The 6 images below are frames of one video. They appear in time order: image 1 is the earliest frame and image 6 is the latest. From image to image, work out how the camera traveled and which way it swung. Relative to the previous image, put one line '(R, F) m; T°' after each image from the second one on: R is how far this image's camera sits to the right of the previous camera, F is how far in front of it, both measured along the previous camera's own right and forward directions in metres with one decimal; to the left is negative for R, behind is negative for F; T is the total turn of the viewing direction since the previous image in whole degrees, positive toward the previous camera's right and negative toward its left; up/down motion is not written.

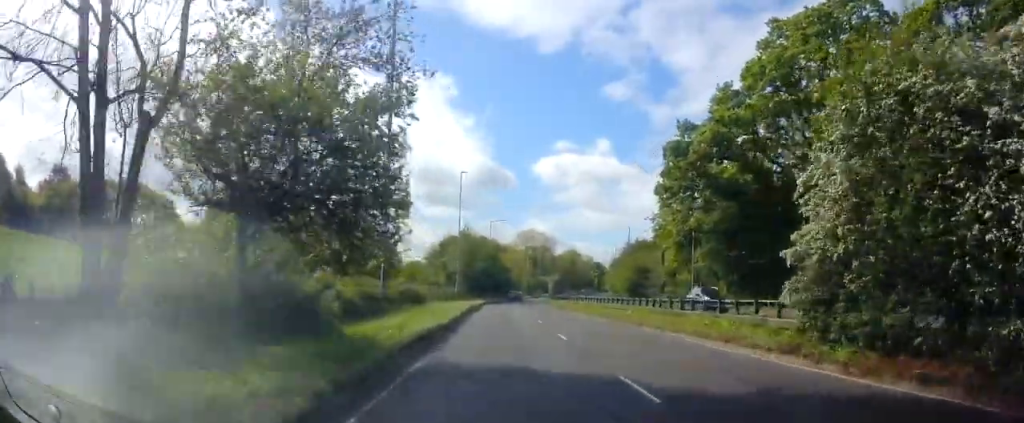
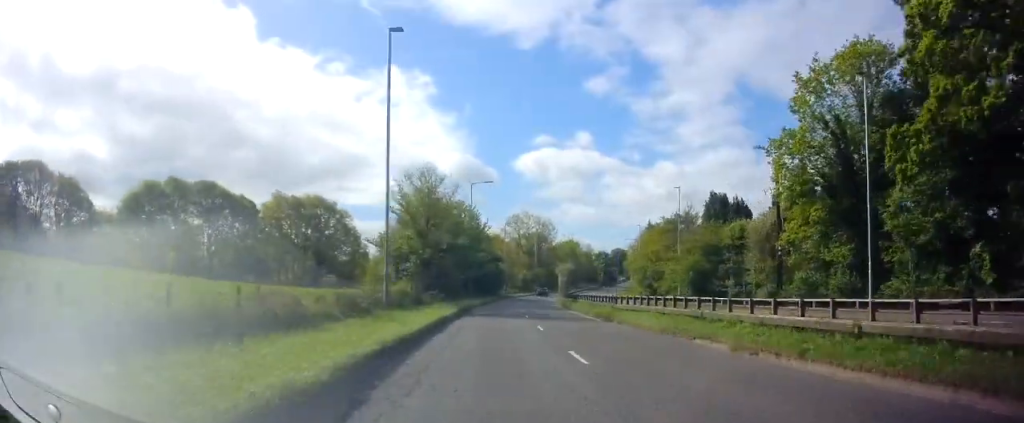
(+0.3, +30.9) m; +1°
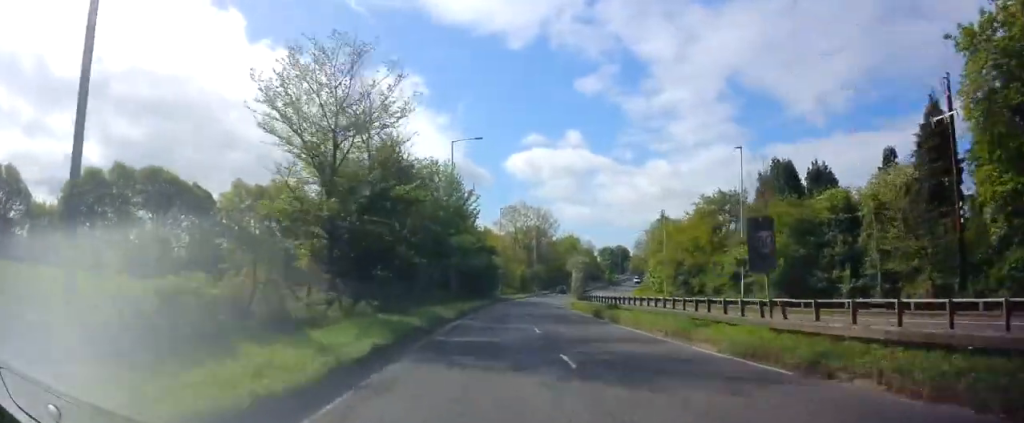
(-0.1, +17.7) m; 0°
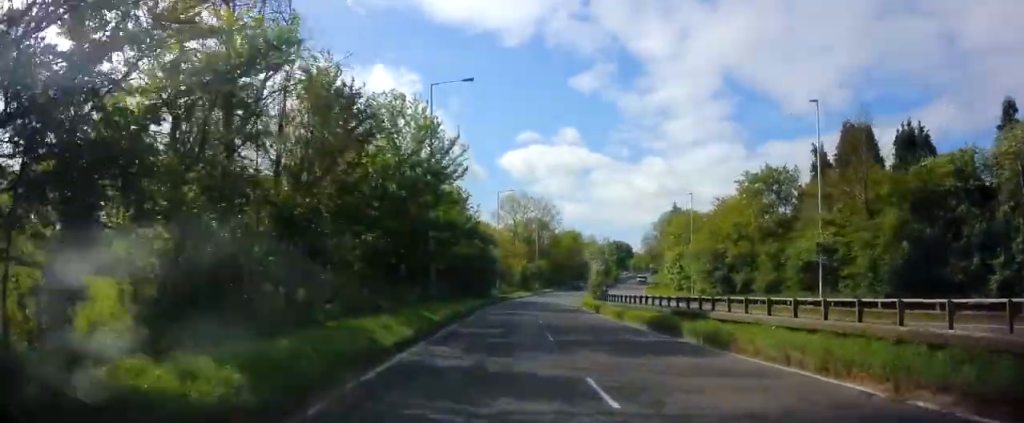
(+0.1, +11.8) m; +1°
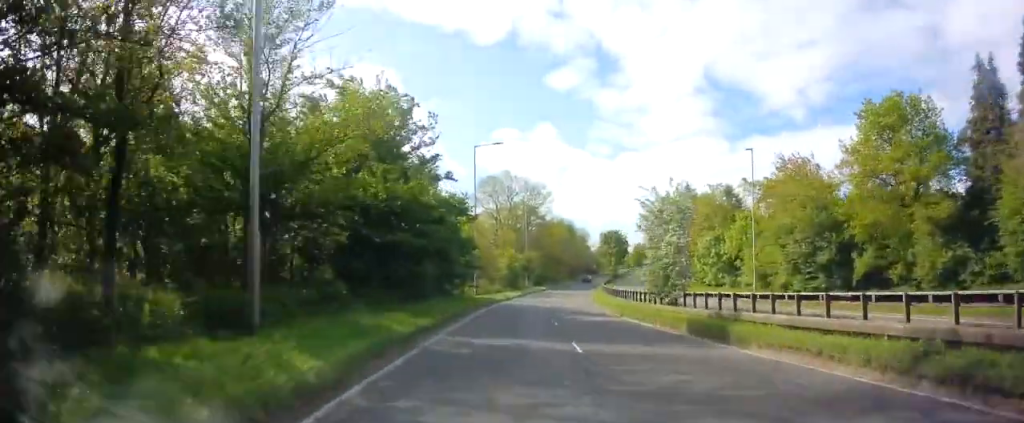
(+0.2, +20.5) m; 0°
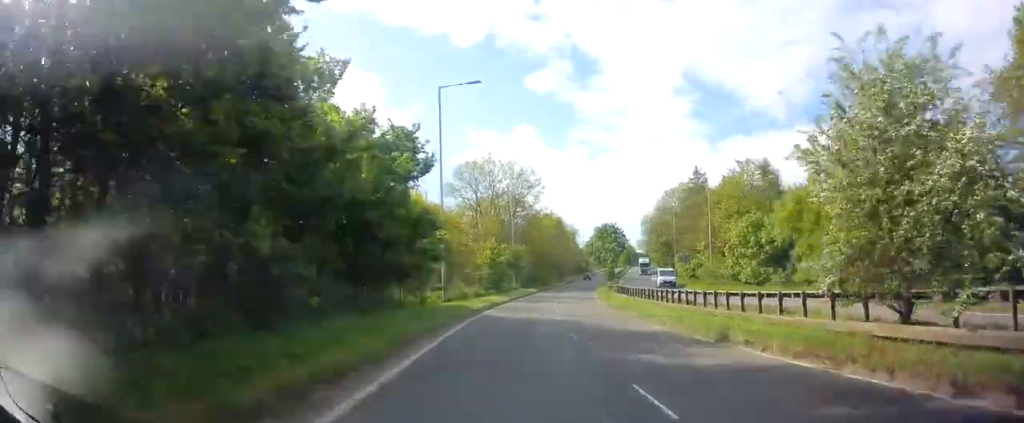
(0.0, +14.3) m; +2°
